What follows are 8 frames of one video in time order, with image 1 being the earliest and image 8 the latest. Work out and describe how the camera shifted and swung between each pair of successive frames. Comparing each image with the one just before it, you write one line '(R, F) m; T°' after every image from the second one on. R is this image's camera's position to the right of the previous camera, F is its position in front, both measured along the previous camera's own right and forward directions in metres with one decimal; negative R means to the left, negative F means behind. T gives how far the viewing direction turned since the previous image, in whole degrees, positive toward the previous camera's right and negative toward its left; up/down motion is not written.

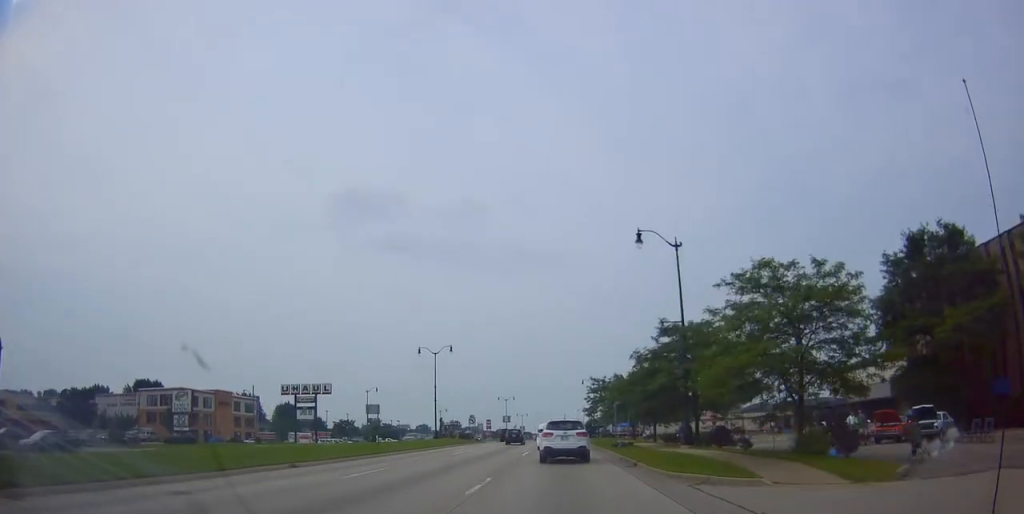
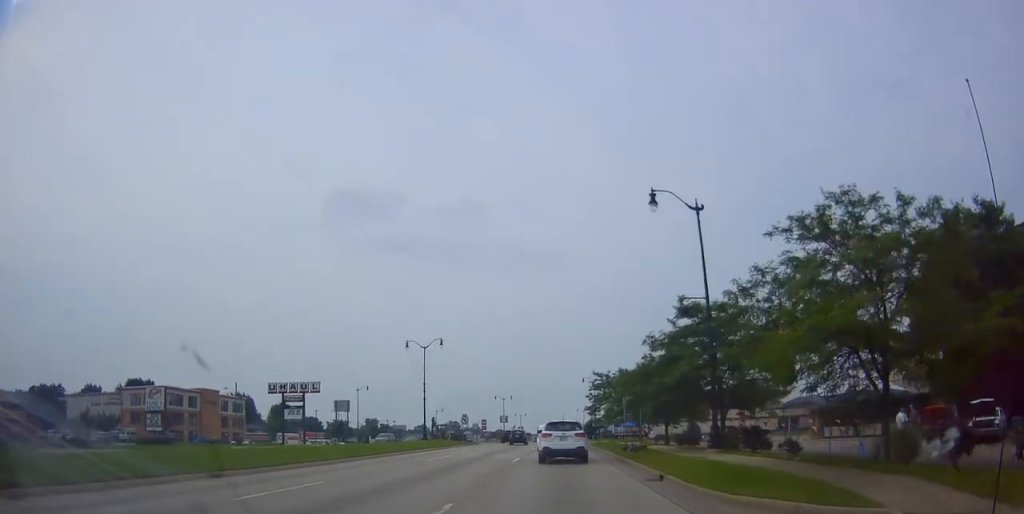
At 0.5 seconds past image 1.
(-0.3, +5.2) m; 0°
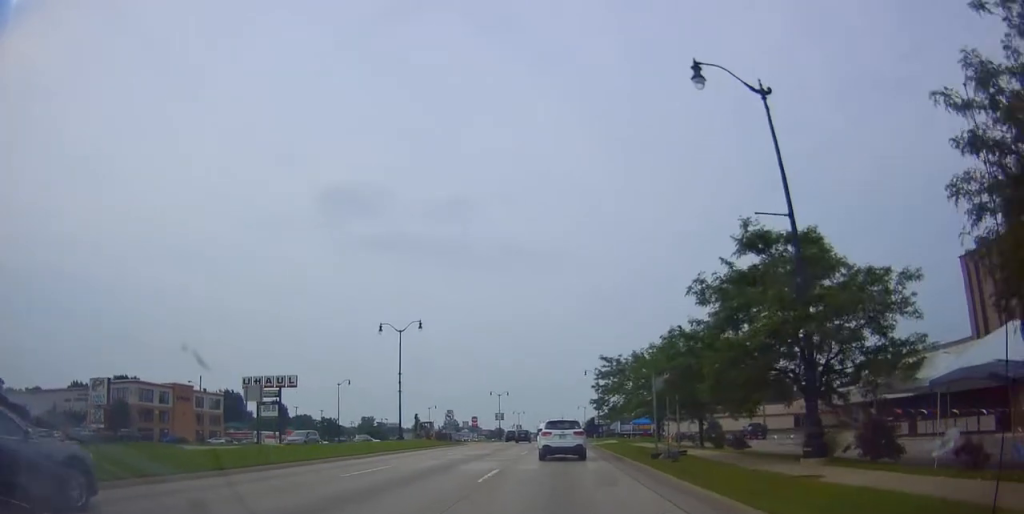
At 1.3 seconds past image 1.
(-0.3, +9.6) m; +1°
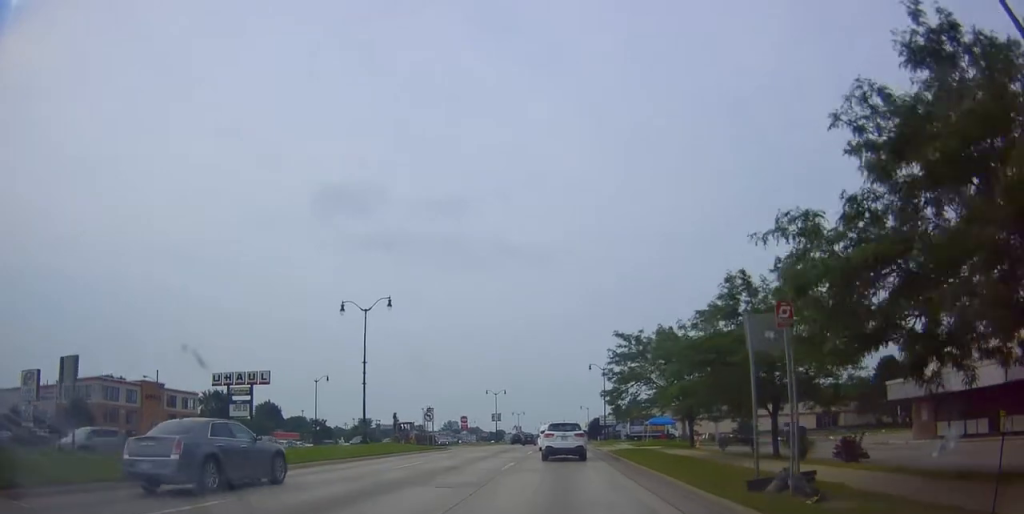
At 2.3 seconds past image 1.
(+0.5, +10.3) m; +3°
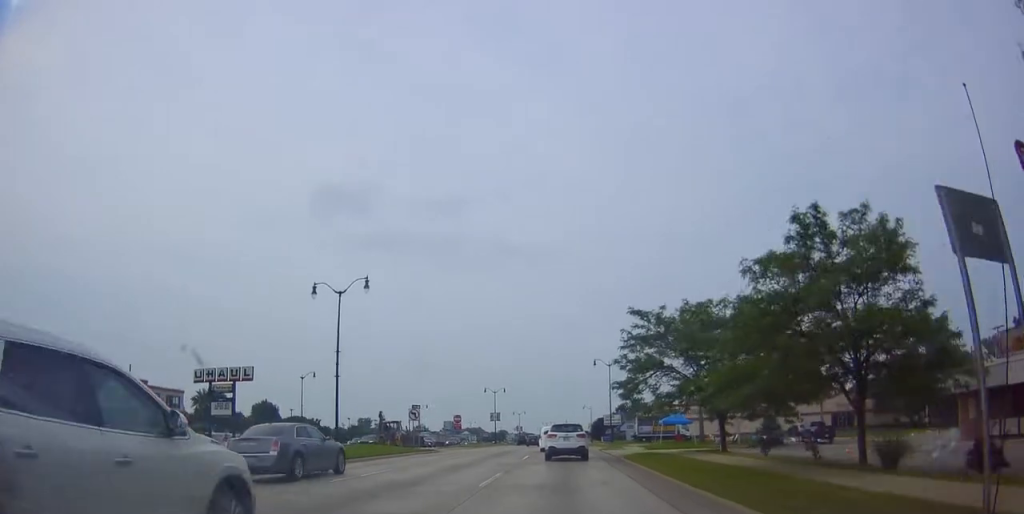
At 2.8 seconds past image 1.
(0.0, +5.7) m; 0°
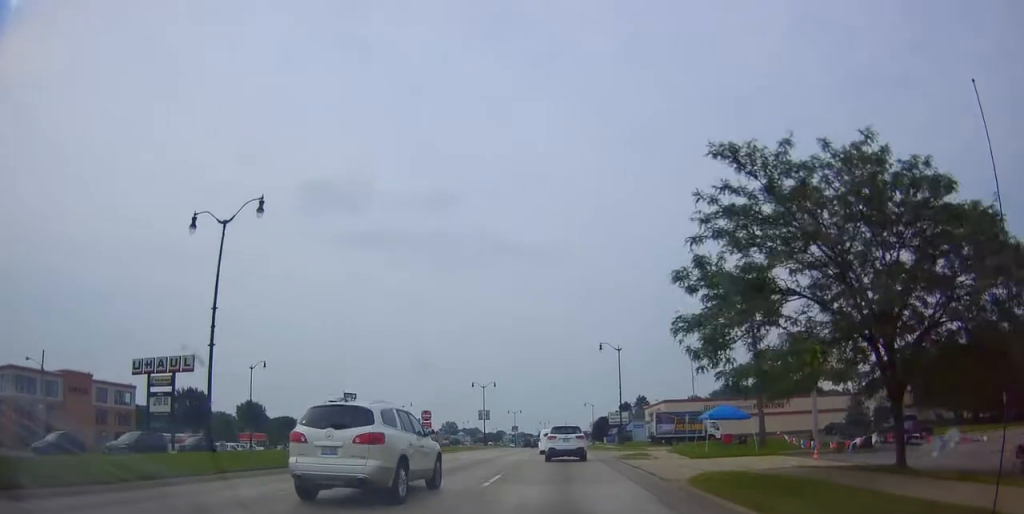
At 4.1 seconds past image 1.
(0.0, +13.8) m; 0°
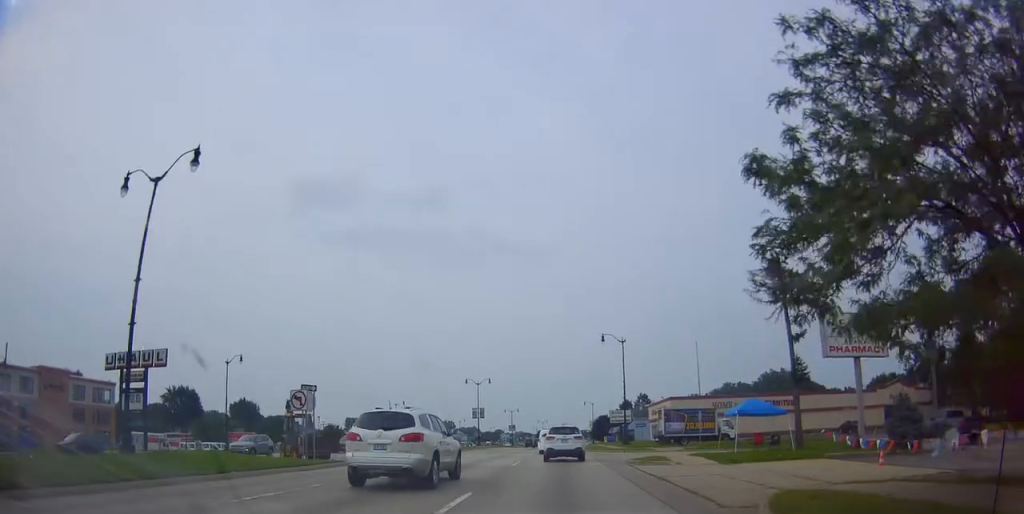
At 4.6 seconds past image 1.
(0.0, +5.0) m; -2°
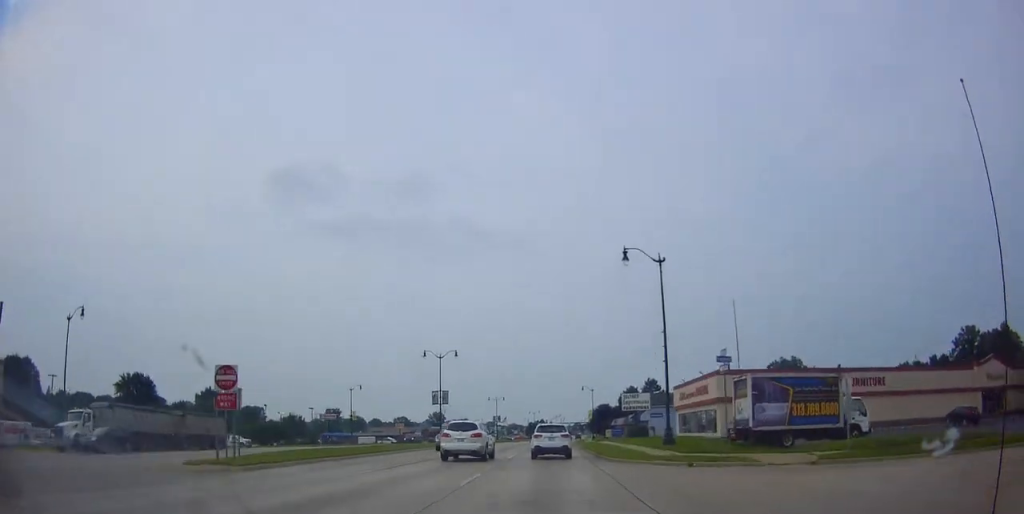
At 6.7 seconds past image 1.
(-0.7, +23.7) m; +1°
